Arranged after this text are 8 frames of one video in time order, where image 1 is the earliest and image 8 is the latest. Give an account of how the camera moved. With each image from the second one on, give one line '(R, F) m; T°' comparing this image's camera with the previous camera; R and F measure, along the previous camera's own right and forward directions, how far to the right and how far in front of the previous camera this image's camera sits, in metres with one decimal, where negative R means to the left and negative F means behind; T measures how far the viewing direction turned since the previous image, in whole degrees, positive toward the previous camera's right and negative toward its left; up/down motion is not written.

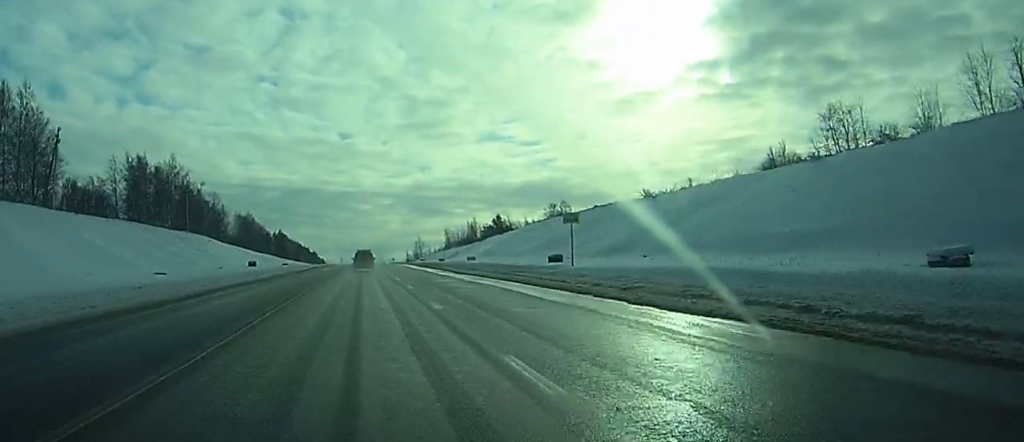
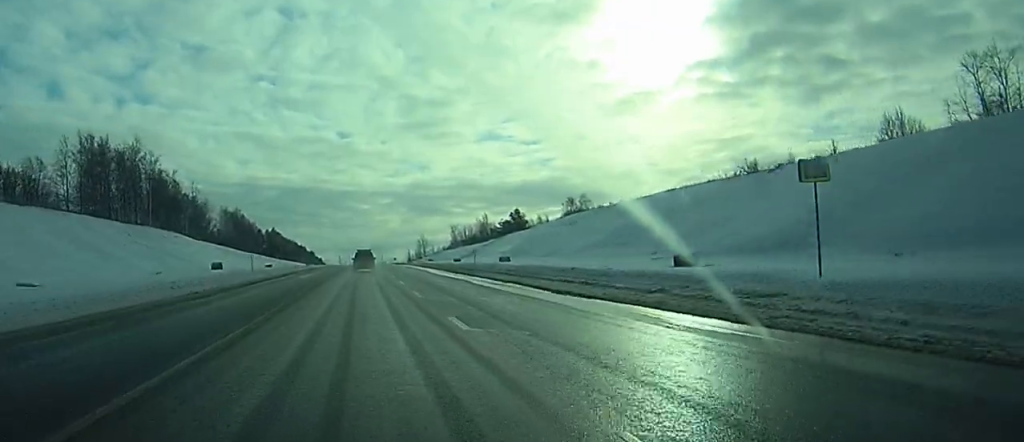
(+0.1, +28.9) m; 0°
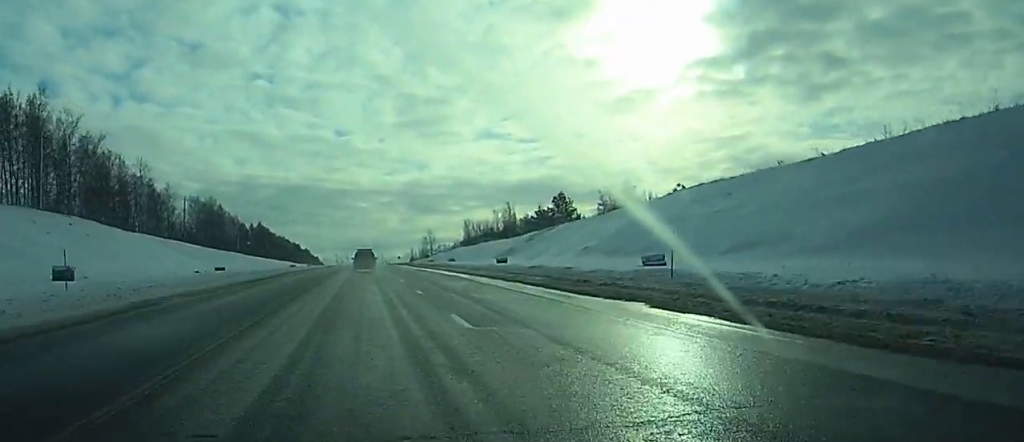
(+0.3, +48.0) m; 0°
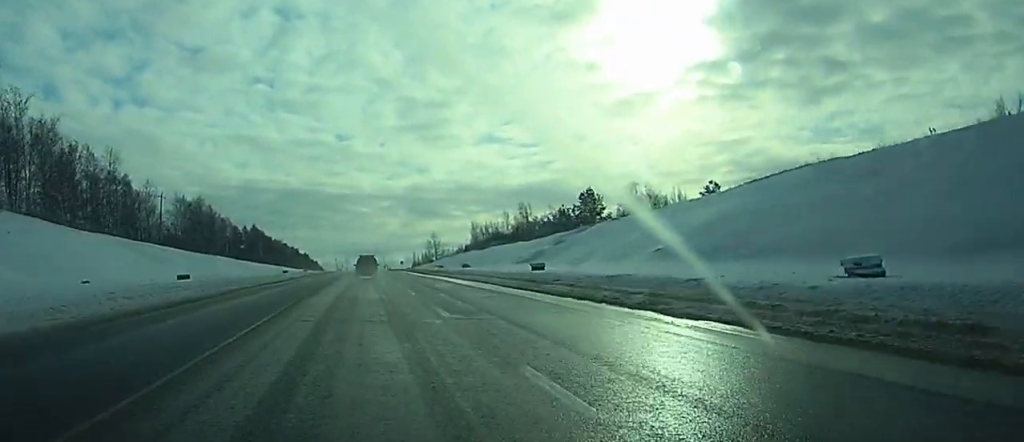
(-0.1, +19.7) m; 0°
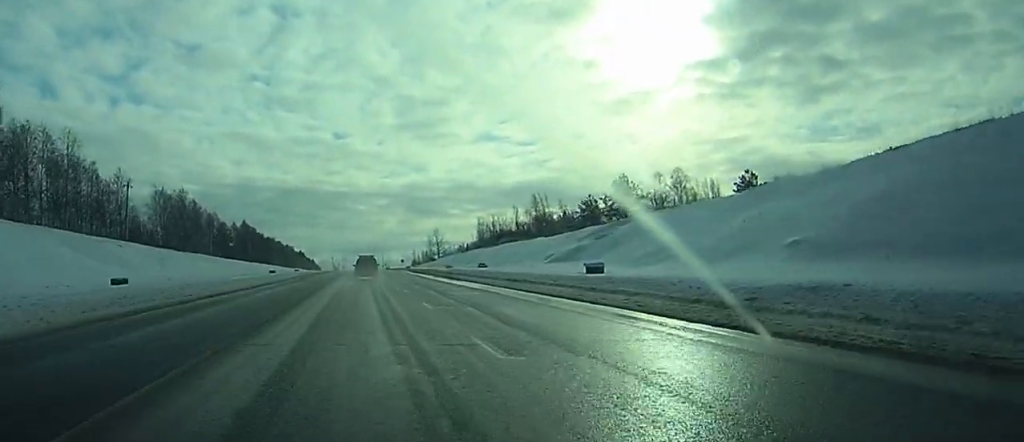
(0.0, +19.7) m; 0°
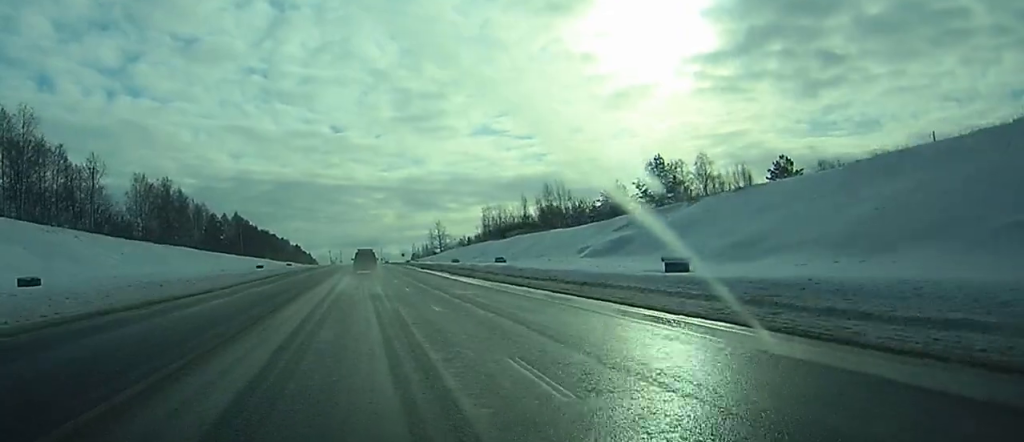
(0.0, +15.6) m; 0°
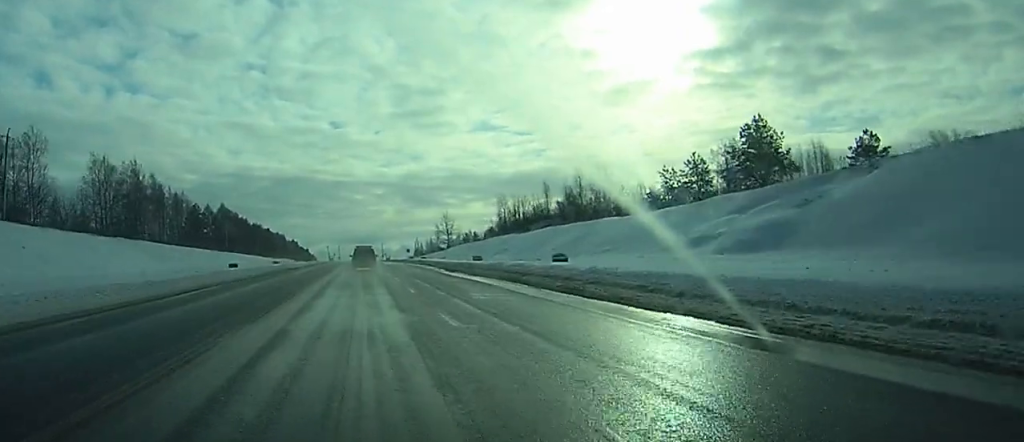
(0.0, +28.0) m; 0°
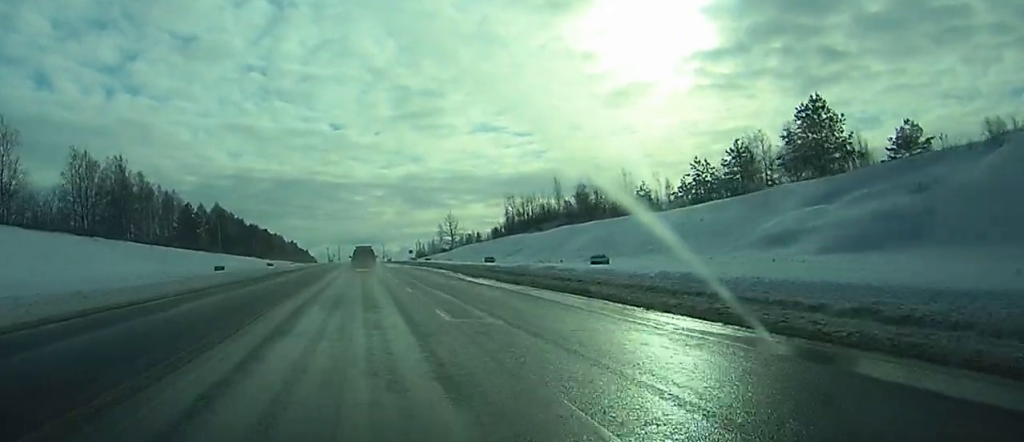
(0.0, +10.7) m; 0°
